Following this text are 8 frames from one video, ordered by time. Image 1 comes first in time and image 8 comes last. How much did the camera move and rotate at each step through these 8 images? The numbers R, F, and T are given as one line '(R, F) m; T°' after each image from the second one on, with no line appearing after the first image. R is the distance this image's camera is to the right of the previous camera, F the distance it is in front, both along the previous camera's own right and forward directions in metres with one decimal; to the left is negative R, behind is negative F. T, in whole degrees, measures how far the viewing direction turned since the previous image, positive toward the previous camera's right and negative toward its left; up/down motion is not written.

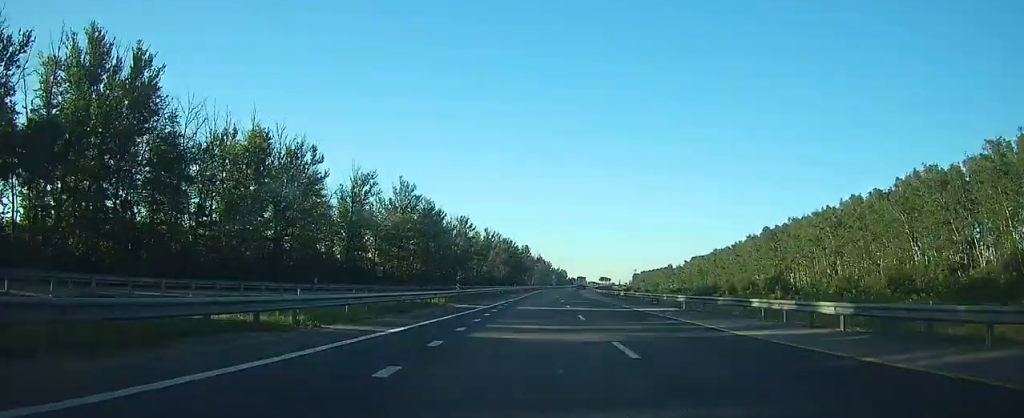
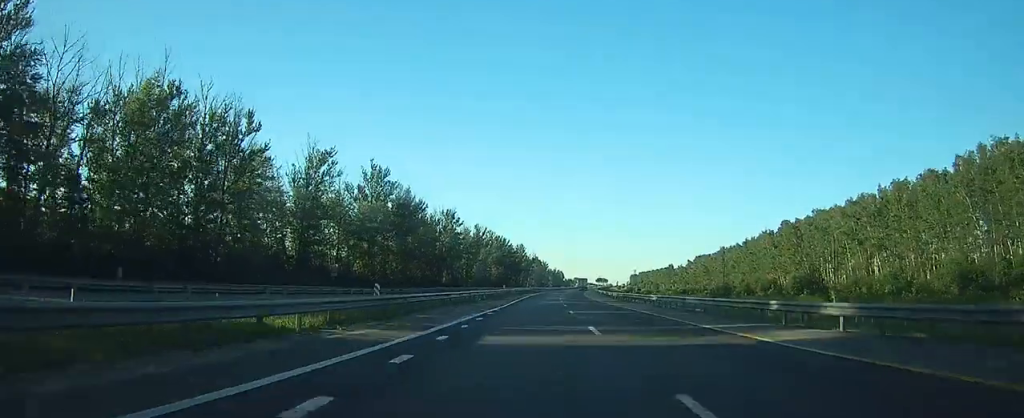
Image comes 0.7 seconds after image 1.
(0.0, +18.4) m; 0°
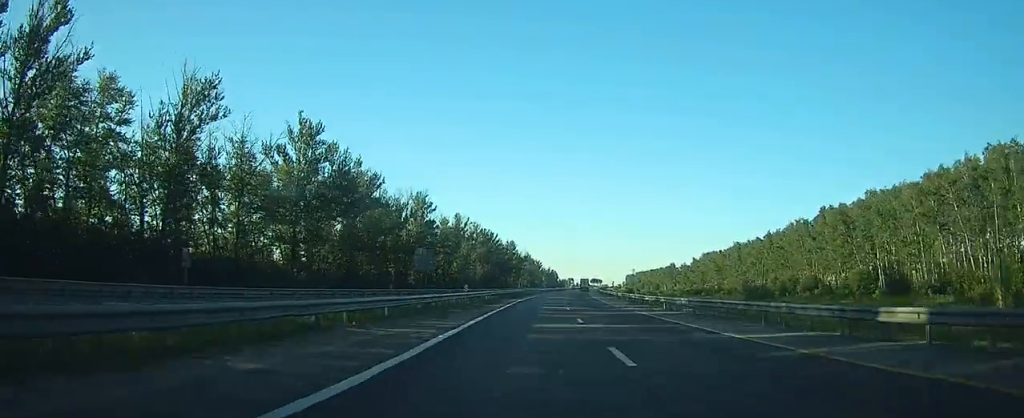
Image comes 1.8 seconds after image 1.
(+0.1, +30.0) m; +1°
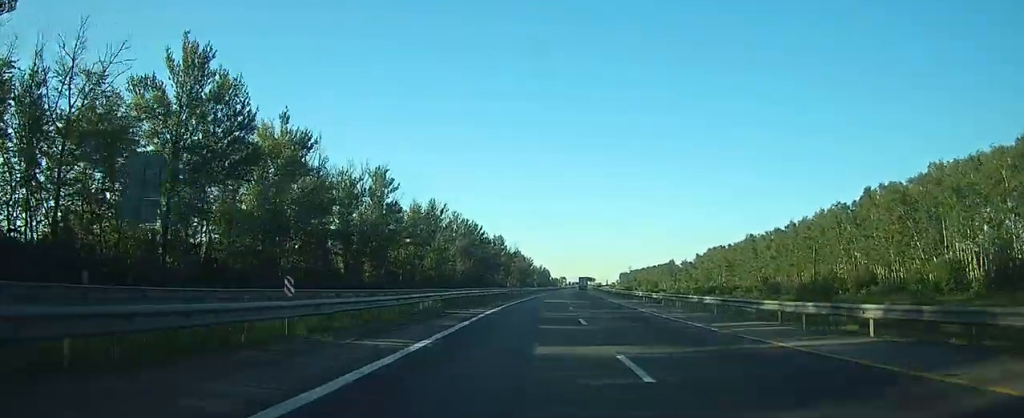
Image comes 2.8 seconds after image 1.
(+0.1, +25.6) m; +1°
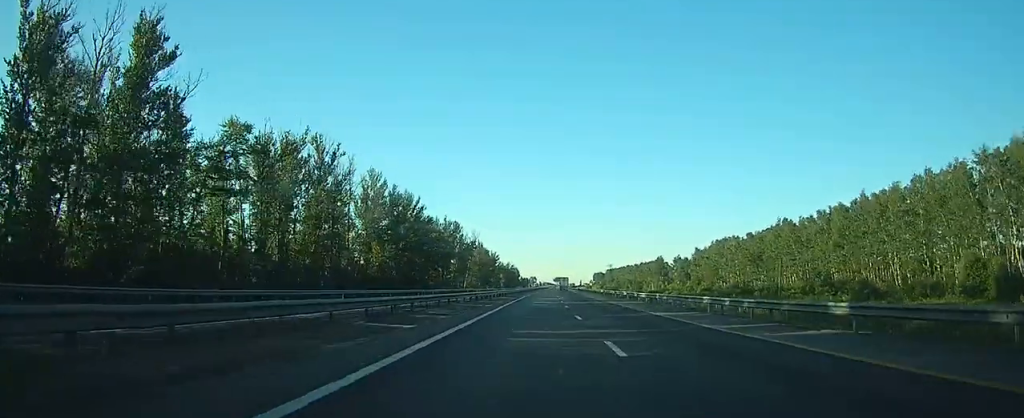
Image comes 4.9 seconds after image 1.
(+1.0, +56.9) m; +2°
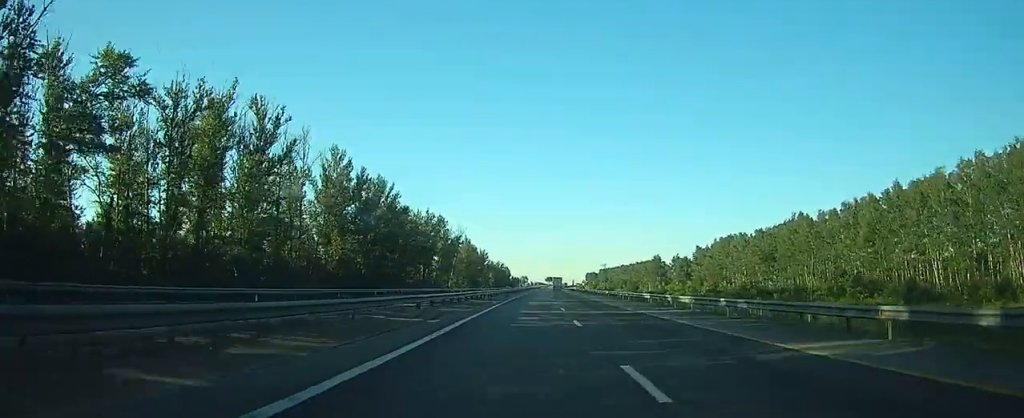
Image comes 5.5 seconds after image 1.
(+0.1, +16.0) m; +1°
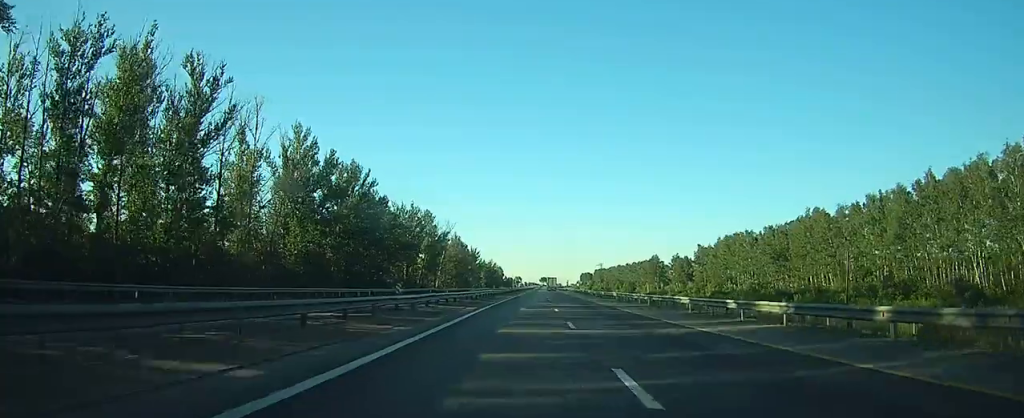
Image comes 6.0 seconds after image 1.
(+0.1, +12.5) m; +1°
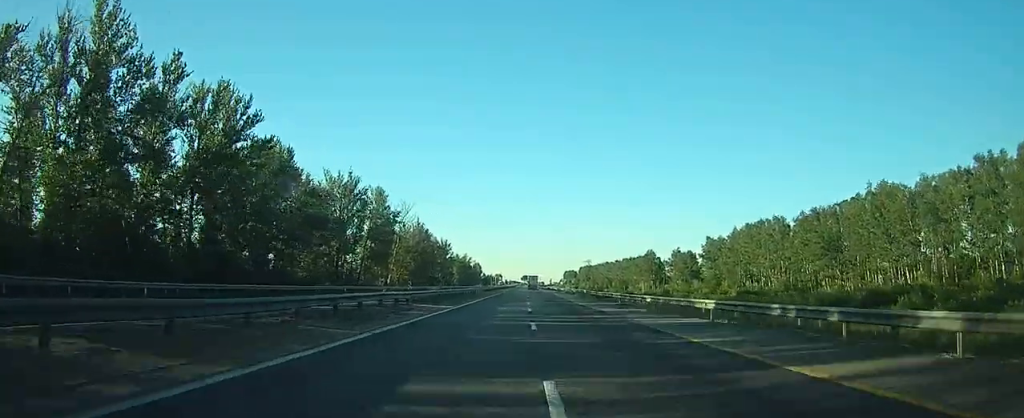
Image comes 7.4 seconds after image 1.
(+0.7, +37.3) m; +2°
